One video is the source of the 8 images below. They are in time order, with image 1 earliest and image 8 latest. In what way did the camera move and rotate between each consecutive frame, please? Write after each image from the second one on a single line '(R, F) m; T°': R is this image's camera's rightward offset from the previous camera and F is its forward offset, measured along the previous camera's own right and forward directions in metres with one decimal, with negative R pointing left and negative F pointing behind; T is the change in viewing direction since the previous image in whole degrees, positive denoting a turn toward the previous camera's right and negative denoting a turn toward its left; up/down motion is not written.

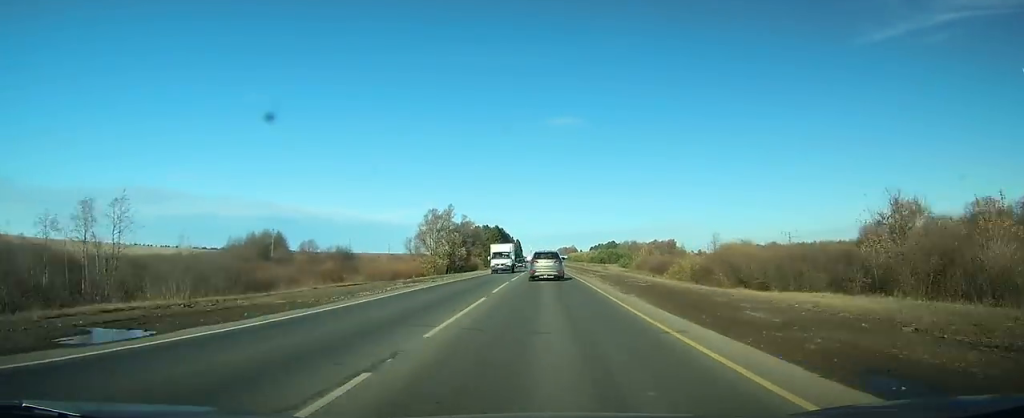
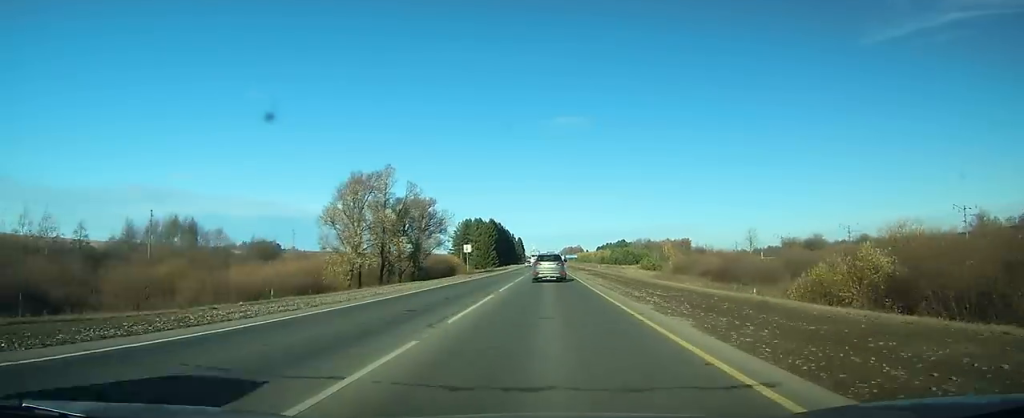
(+0.1, +45.6) m; 0°
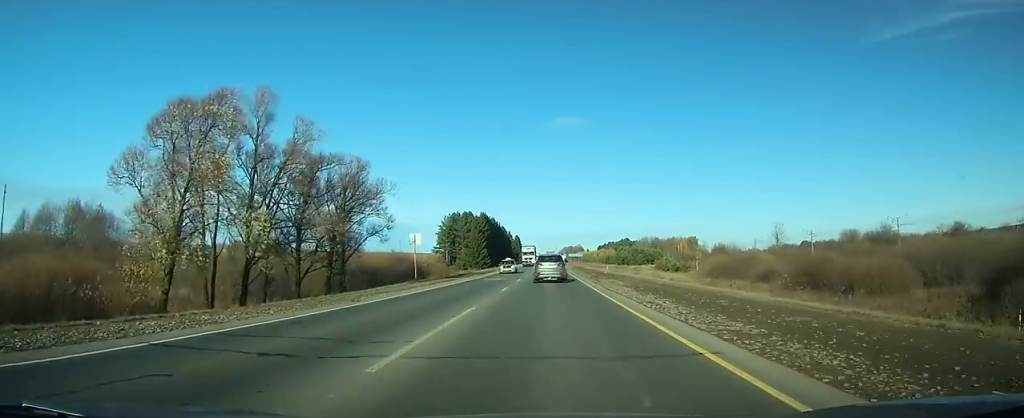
(-0.1, +29.4) m; 0°
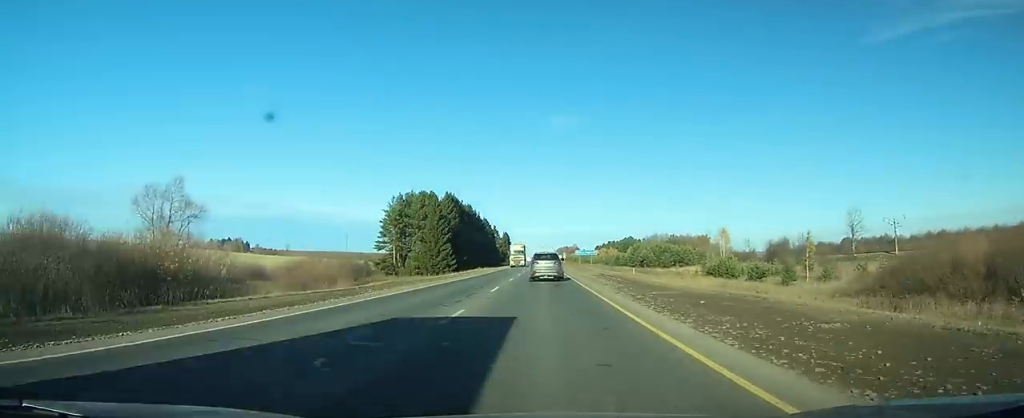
(0.0, +59.5) m; 0°
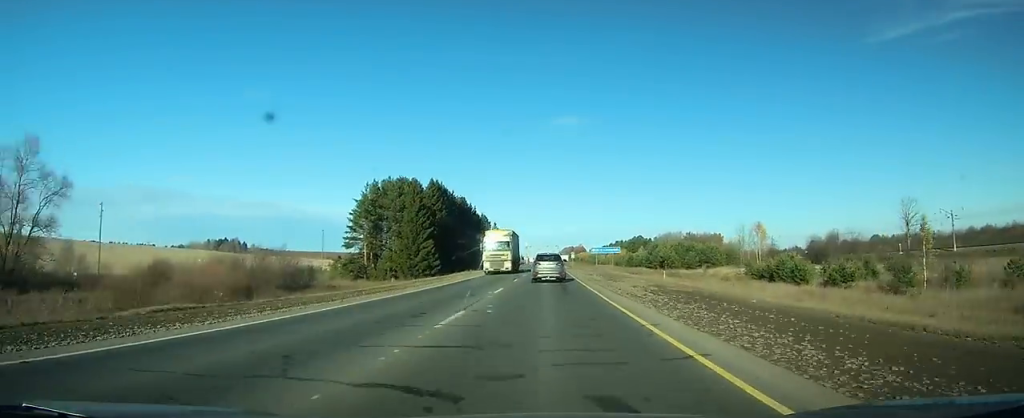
(+0.1, +24.5) m; 0°
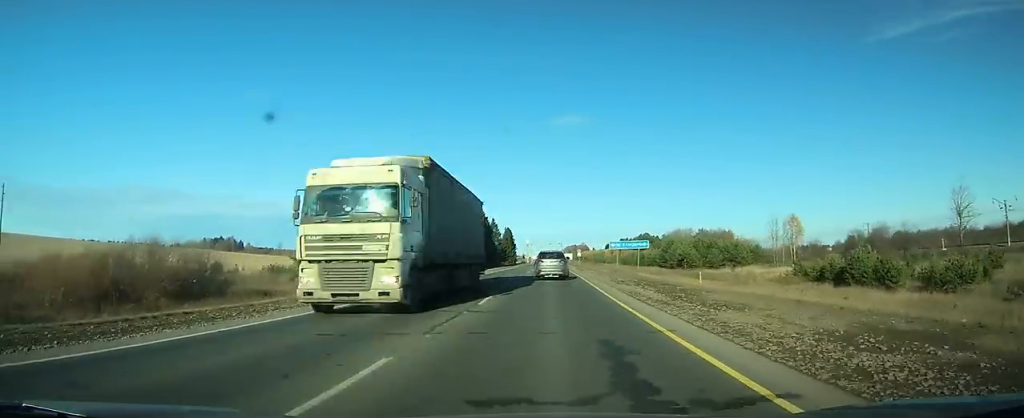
(0.0, +19.0) m; 0°
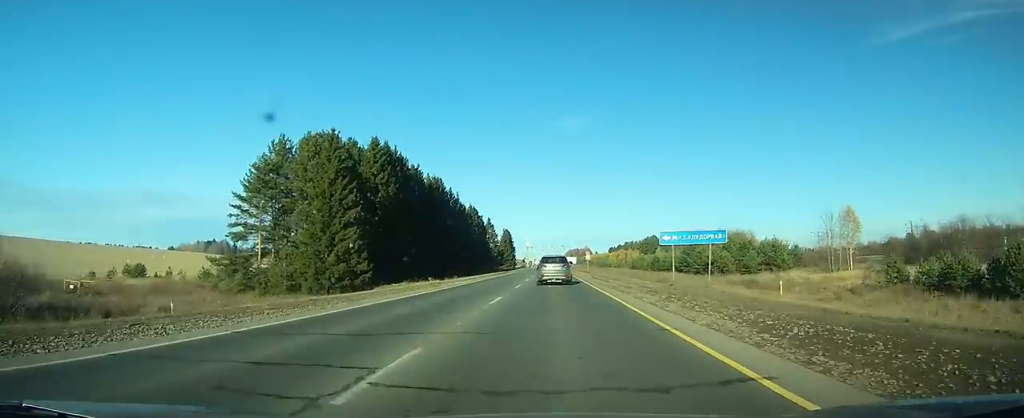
(-0.1, +23.0) m; 0°
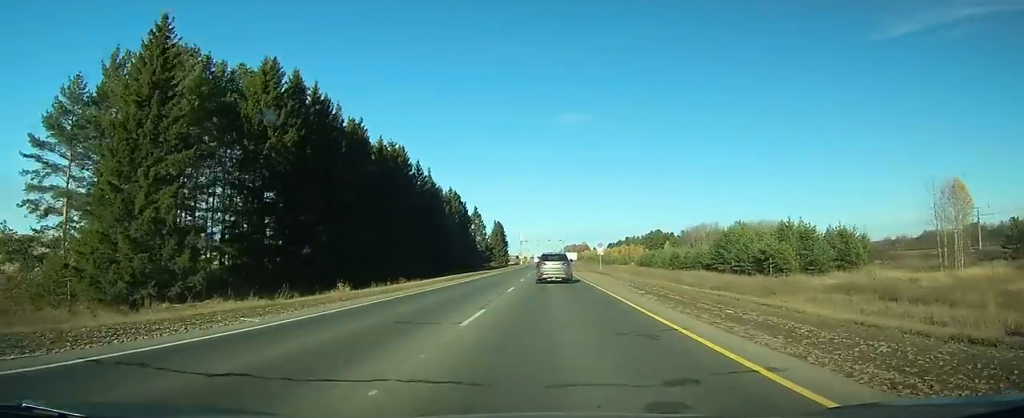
(0.0, +29.6) m; 0°
